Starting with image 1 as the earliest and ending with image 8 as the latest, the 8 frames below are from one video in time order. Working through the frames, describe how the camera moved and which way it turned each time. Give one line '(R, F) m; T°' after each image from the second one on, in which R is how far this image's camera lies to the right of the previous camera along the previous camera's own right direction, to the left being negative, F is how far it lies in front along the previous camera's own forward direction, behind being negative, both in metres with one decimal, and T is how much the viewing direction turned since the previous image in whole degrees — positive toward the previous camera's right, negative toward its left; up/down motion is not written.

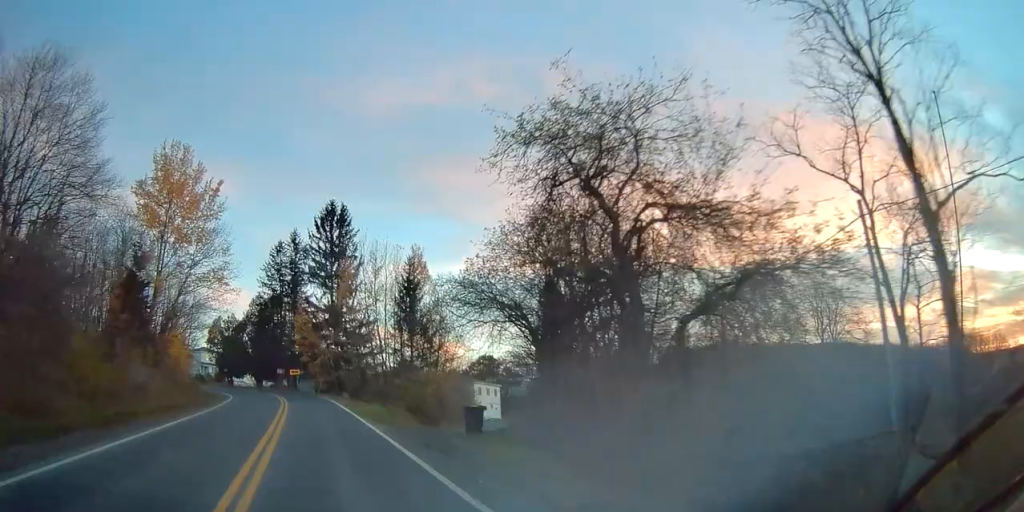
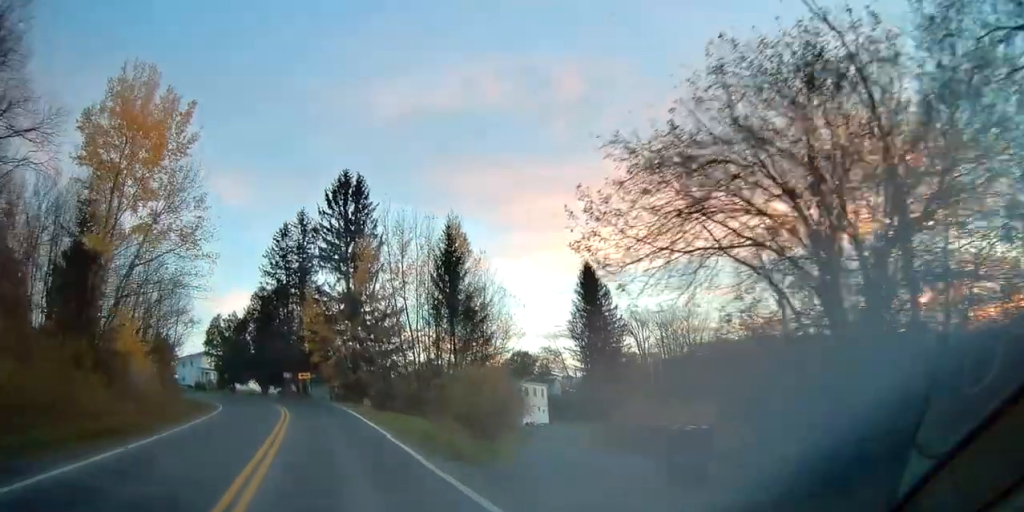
(-0.7, +12.0) m; -2°
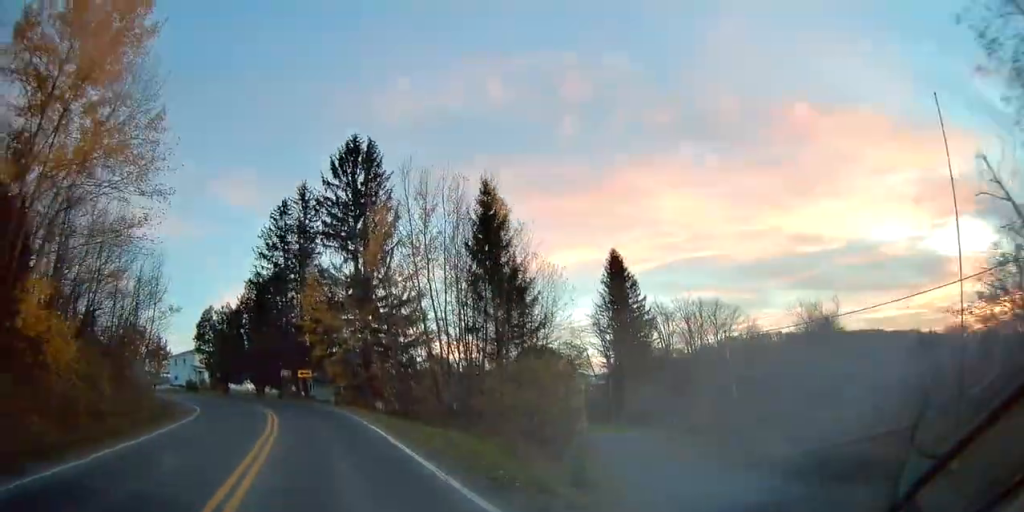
(+0.3, +9.3) m; 0°
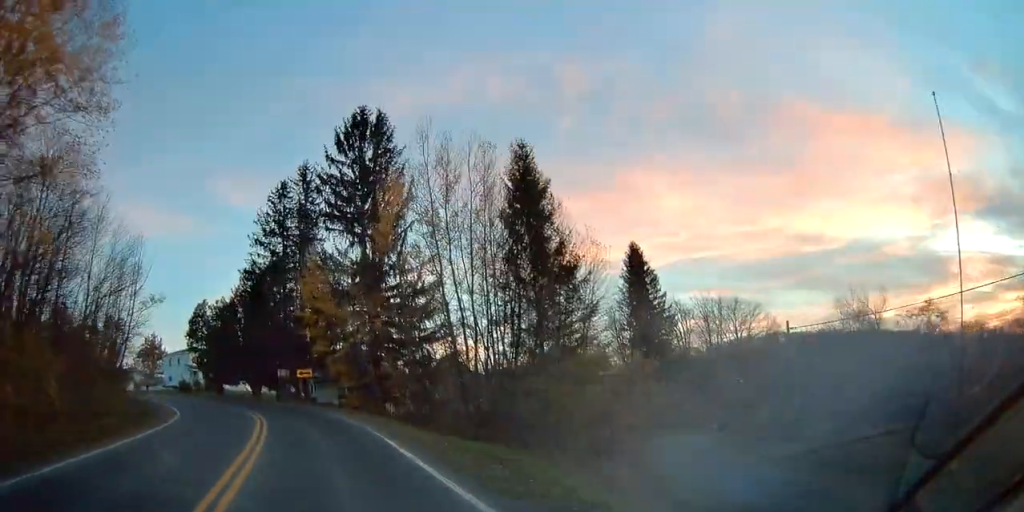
(-0.1, +6.2) m; -1°
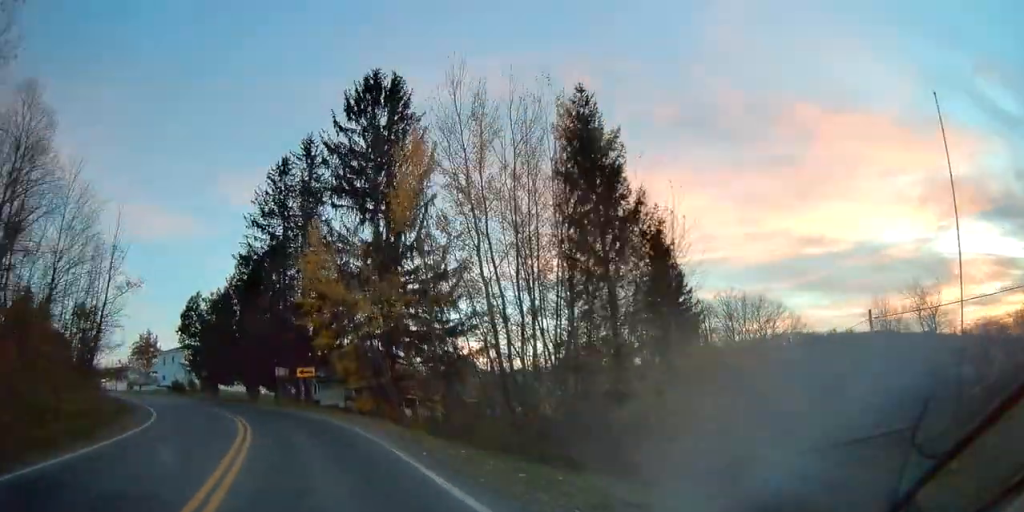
(-0.1, +6.6) m; -1°
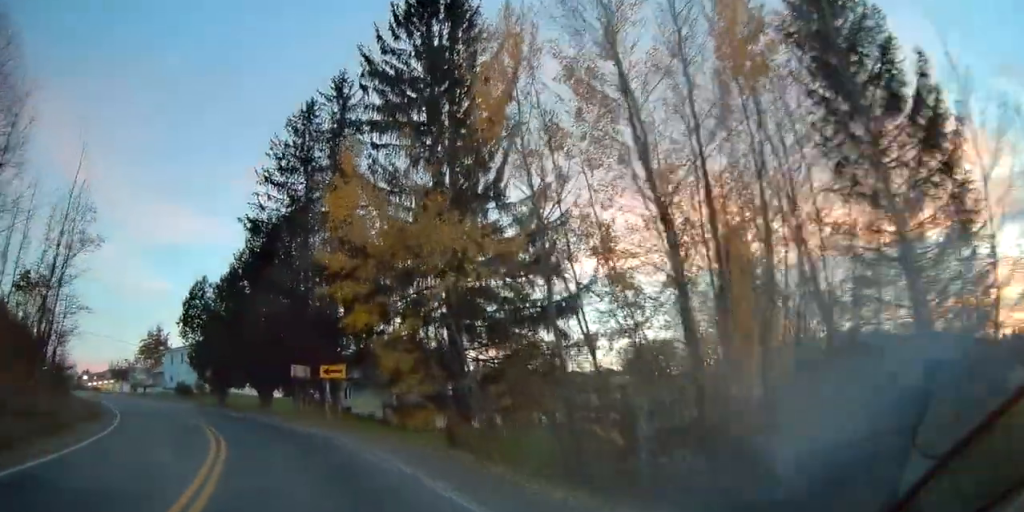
(0.0, +11.5) m; -1°
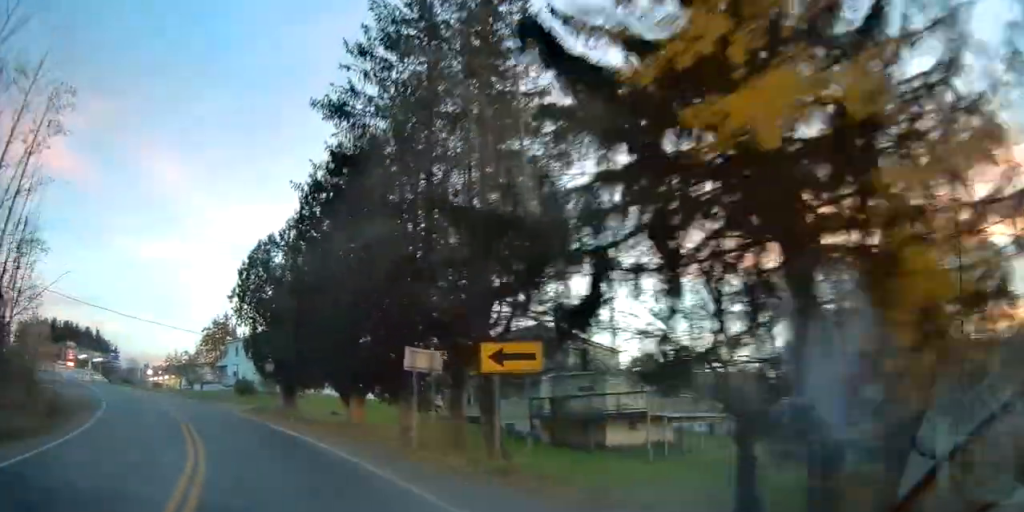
(-0.7, +15.9) m; -8°
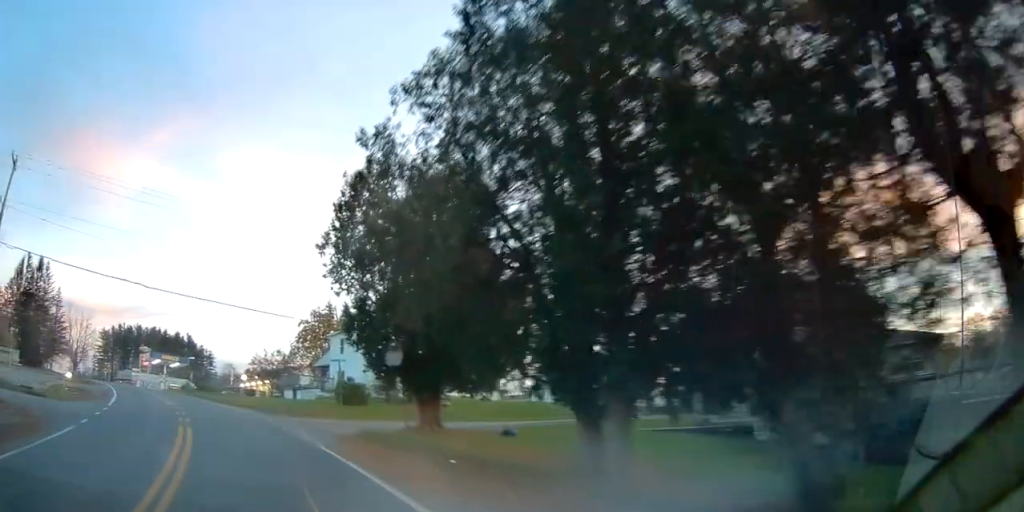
(-1.9, +15.9) m; -12°
